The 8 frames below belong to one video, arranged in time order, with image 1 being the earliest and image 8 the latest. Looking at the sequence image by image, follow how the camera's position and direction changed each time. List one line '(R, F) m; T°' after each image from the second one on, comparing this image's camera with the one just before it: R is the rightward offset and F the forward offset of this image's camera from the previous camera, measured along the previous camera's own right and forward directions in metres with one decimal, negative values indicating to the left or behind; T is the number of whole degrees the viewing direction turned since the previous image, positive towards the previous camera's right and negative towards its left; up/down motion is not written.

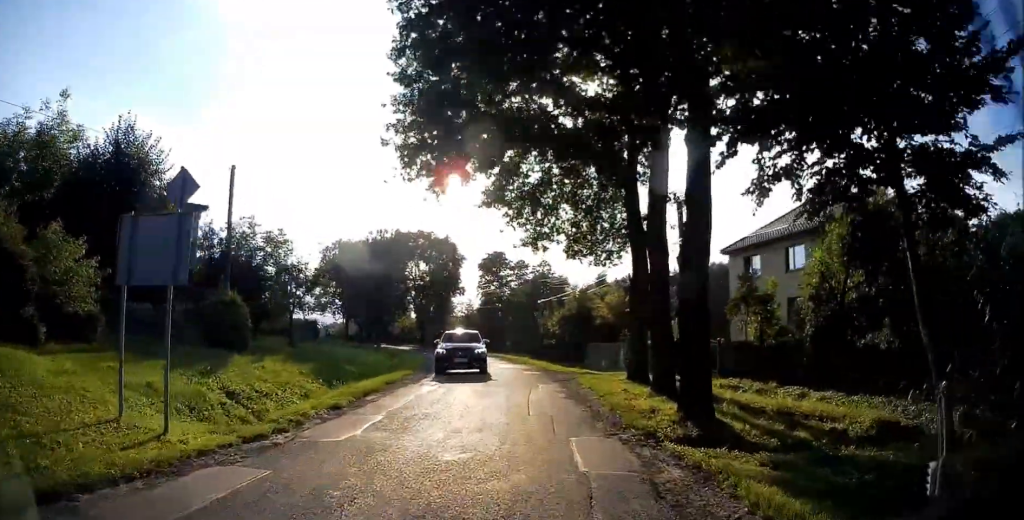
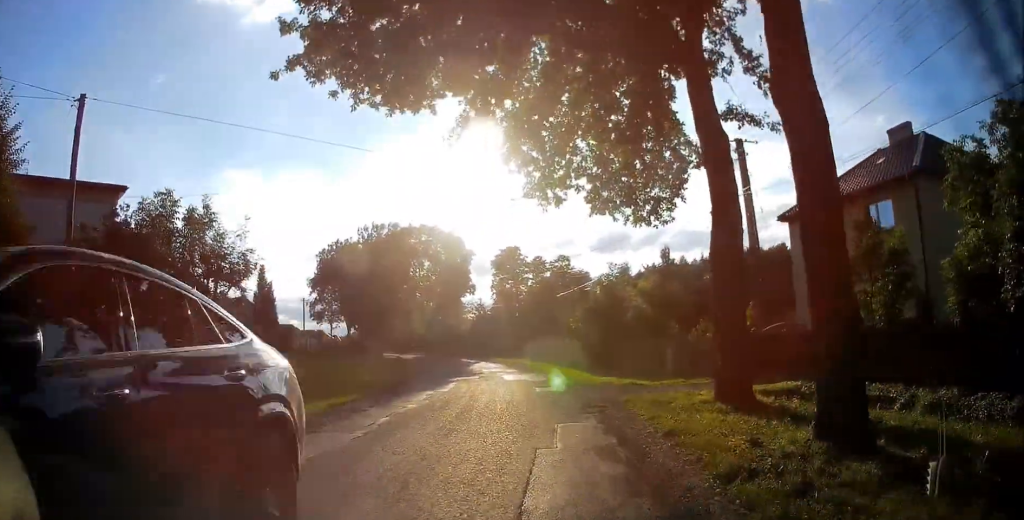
(-0.4, +9.1) m; -3°
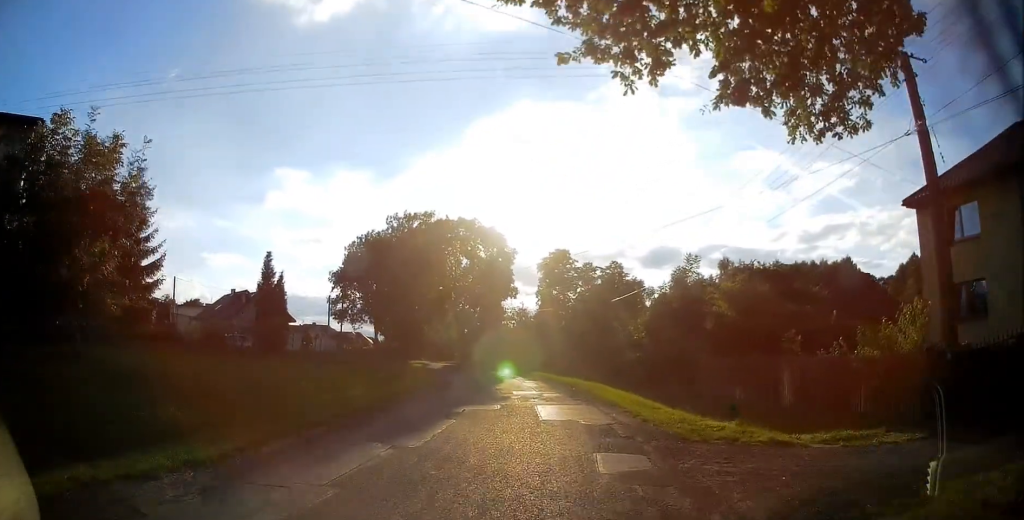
(+0.1, +9.8) m; 0°
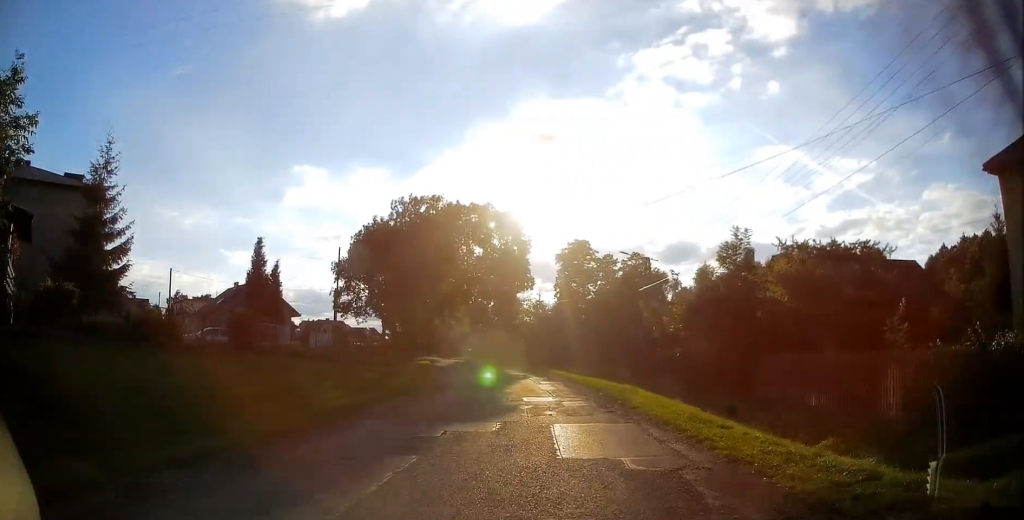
(0.0, +5.1) m; -3°
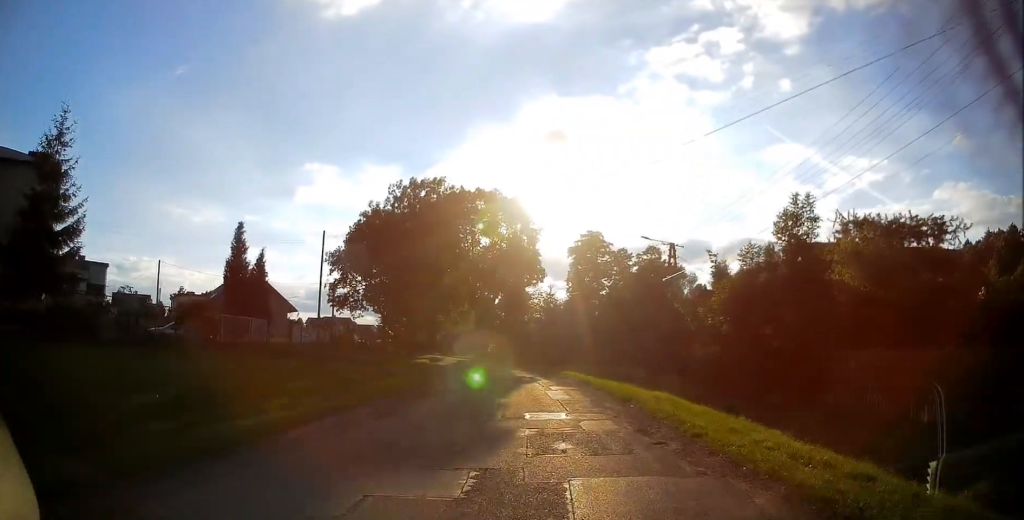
(-0.2, +4.9) m; -3°
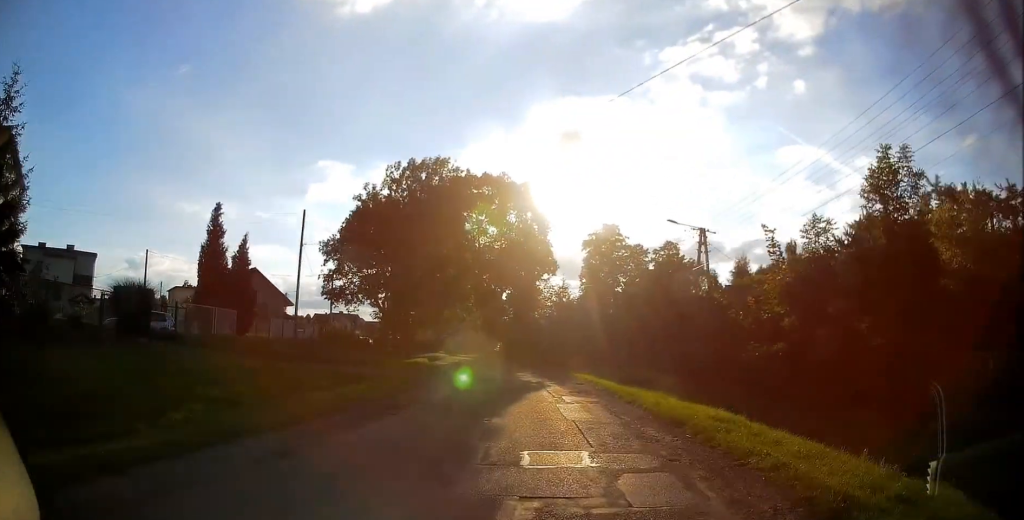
(0.0, +5.0) m; -2°
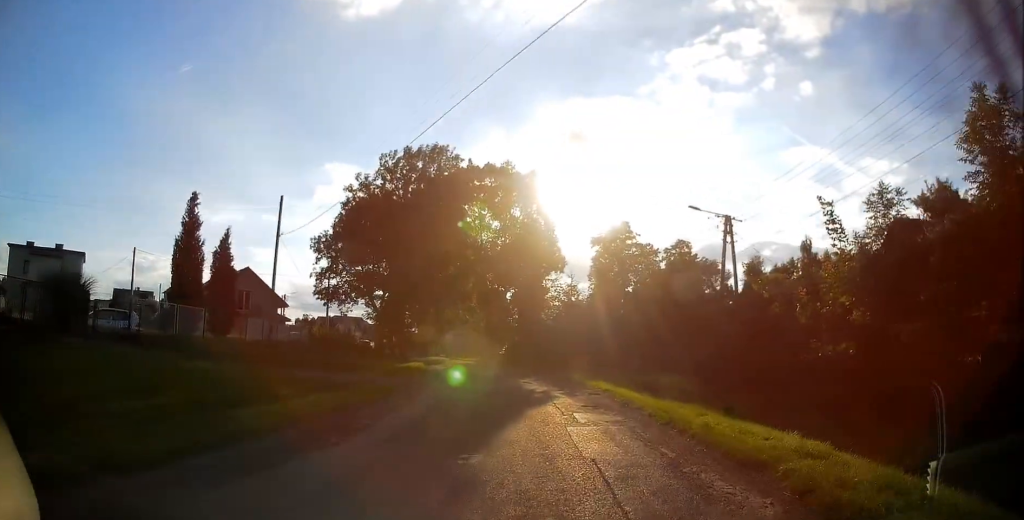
(+0.1, +3.6) m; -1°
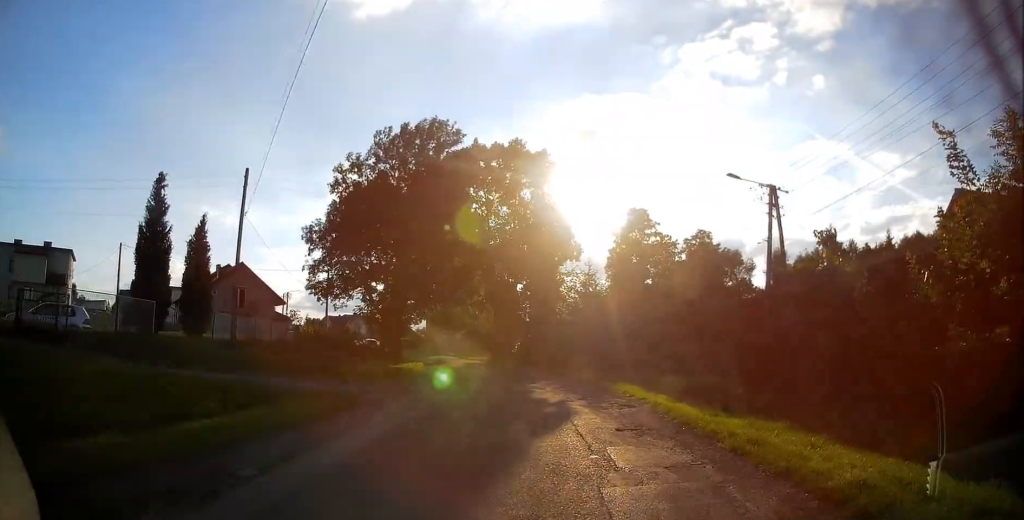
(-0.2, +4.7) m; -1°
